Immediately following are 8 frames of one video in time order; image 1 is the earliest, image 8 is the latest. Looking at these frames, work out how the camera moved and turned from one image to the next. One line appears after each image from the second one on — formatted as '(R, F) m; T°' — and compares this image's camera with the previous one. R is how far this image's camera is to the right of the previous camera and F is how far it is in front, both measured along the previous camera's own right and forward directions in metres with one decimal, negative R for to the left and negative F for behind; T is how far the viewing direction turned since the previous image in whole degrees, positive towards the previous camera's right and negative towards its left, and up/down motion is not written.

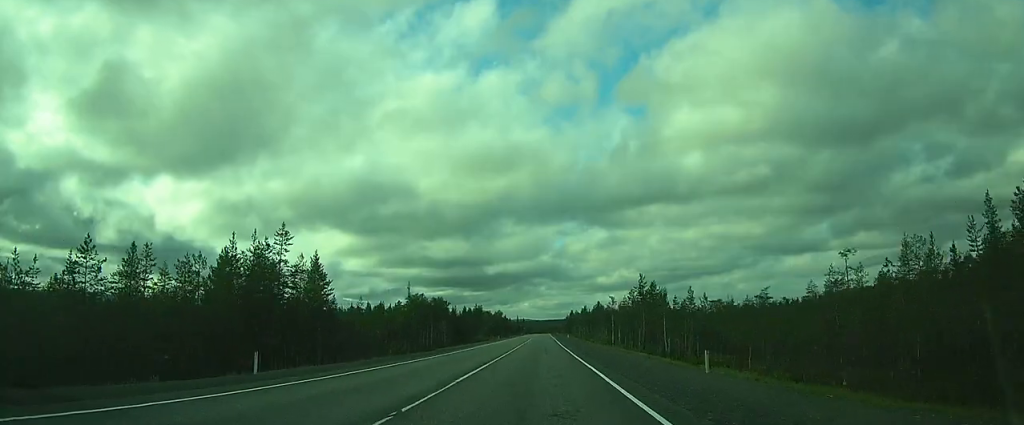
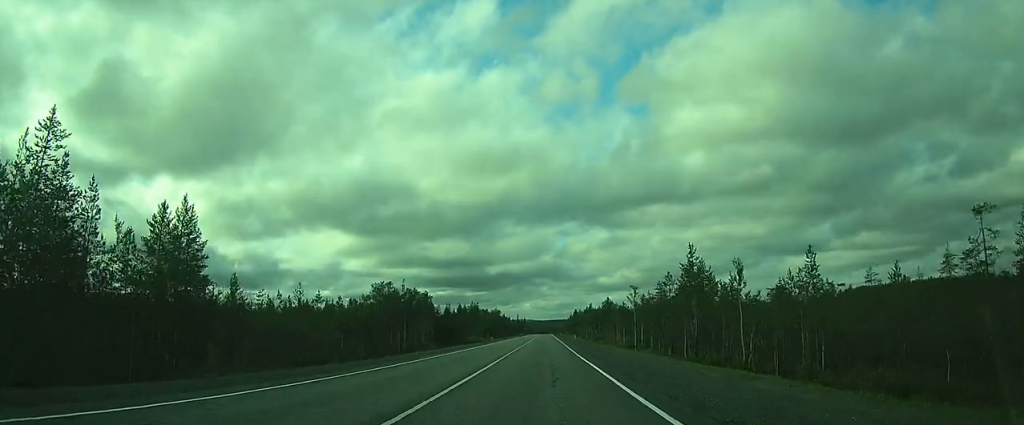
(-0.1, +22.4) m; 0°
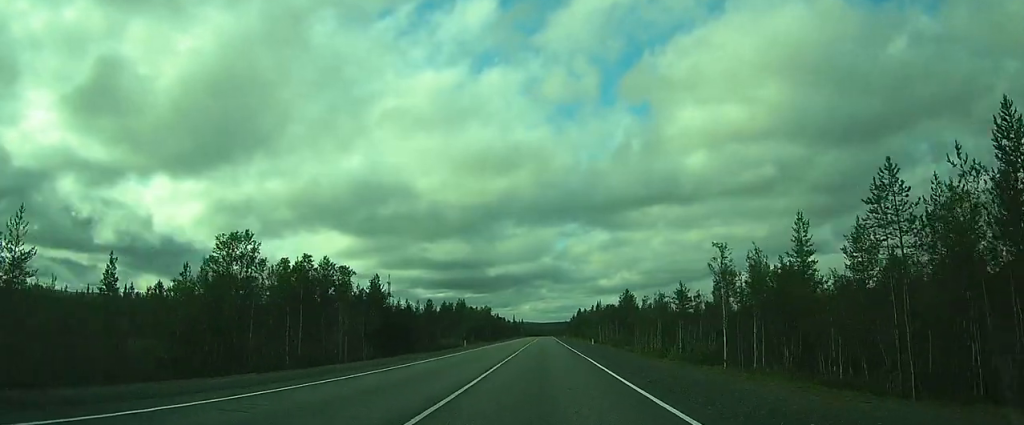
(-0.1, +36.6) m; 0°
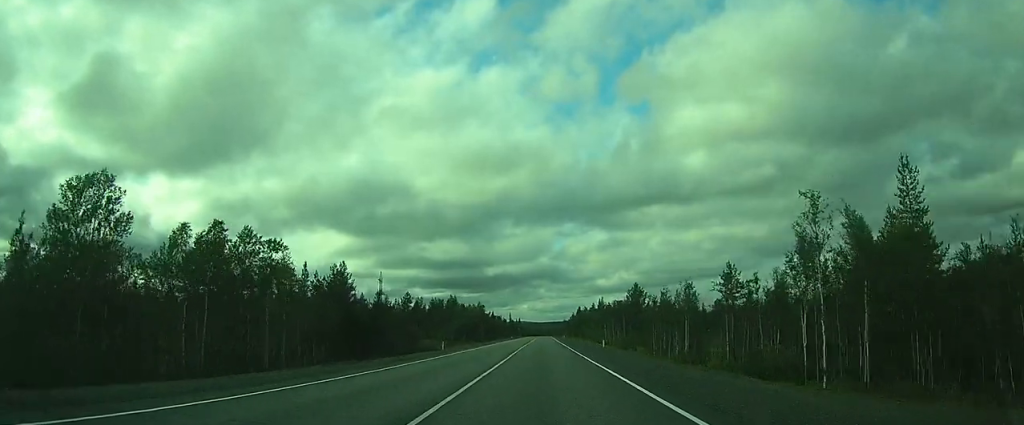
(0.0, +13.8) m; 0°
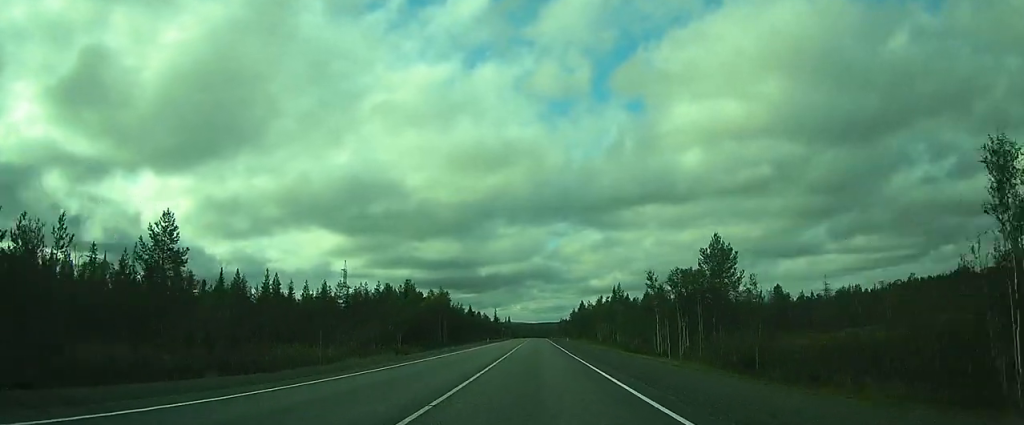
(0.0, +50.1) m; 0°
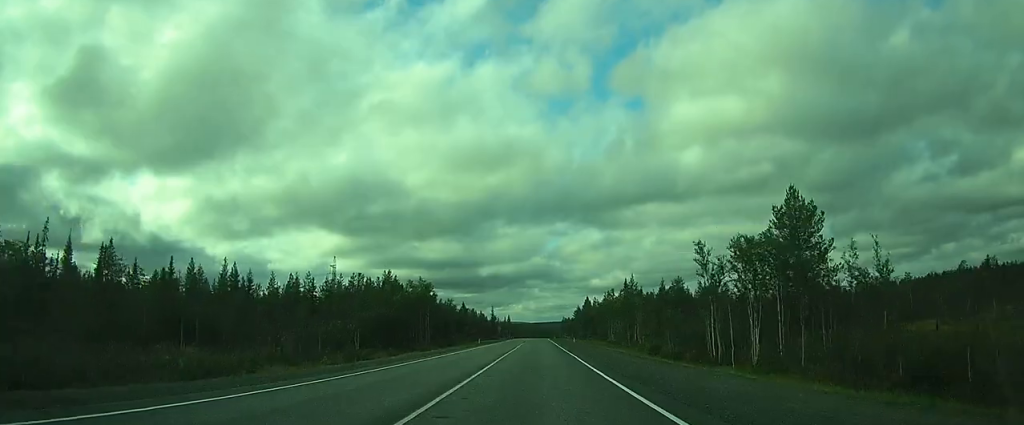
(0.0, +15.6) m; 0°
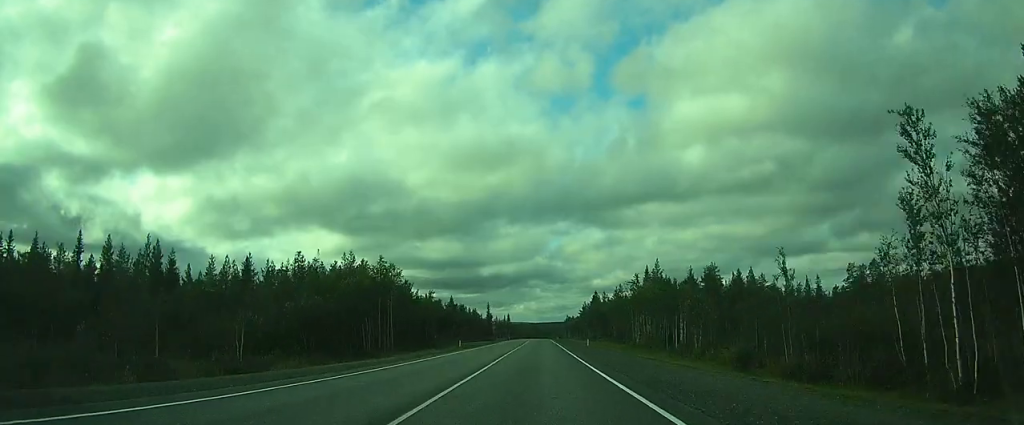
(0.0, +19.8) m; 0°
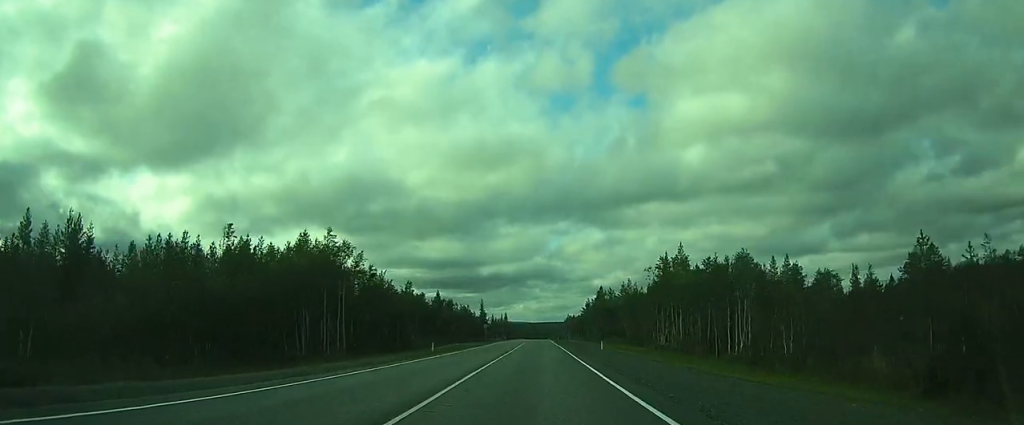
(0.0, +13.4) m; 0°
